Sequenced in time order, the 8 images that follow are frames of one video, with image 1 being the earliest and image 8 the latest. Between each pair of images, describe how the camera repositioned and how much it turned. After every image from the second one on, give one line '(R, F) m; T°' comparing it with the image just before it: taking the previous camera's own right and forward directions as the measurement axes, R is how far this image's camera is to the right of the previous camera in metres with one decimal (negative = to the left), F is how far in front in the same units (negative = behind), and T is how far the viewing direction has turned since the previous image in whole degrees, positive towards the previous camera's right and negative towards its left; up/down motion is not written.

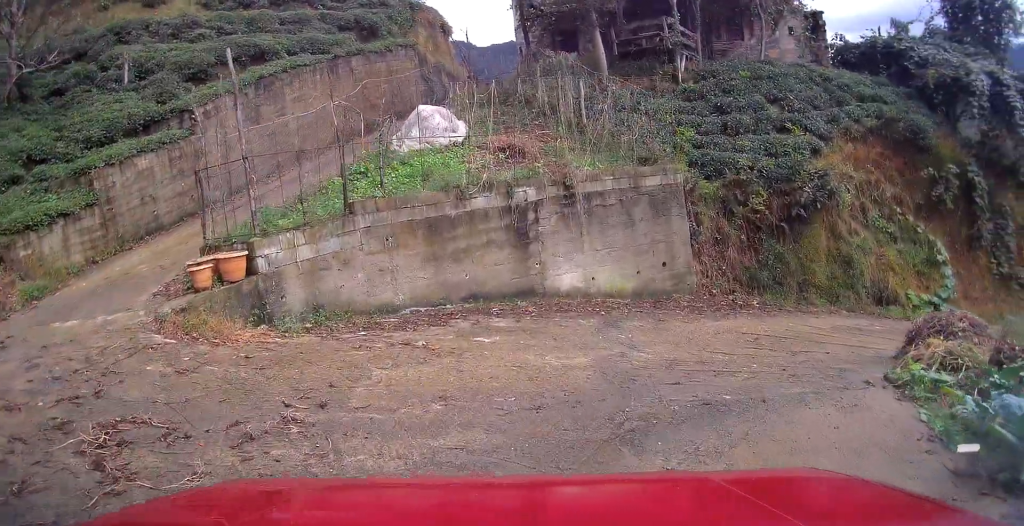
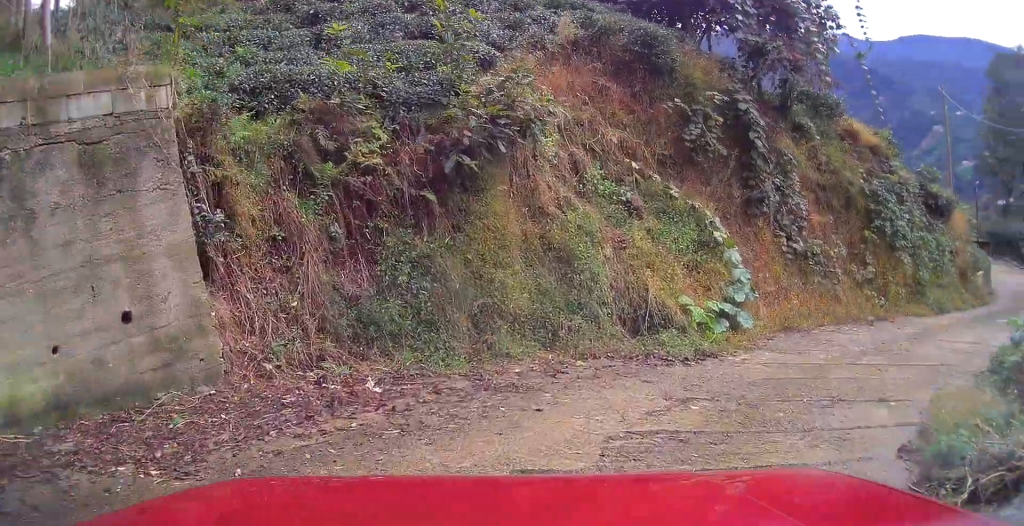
(+1.4, +7.7) m; +23°
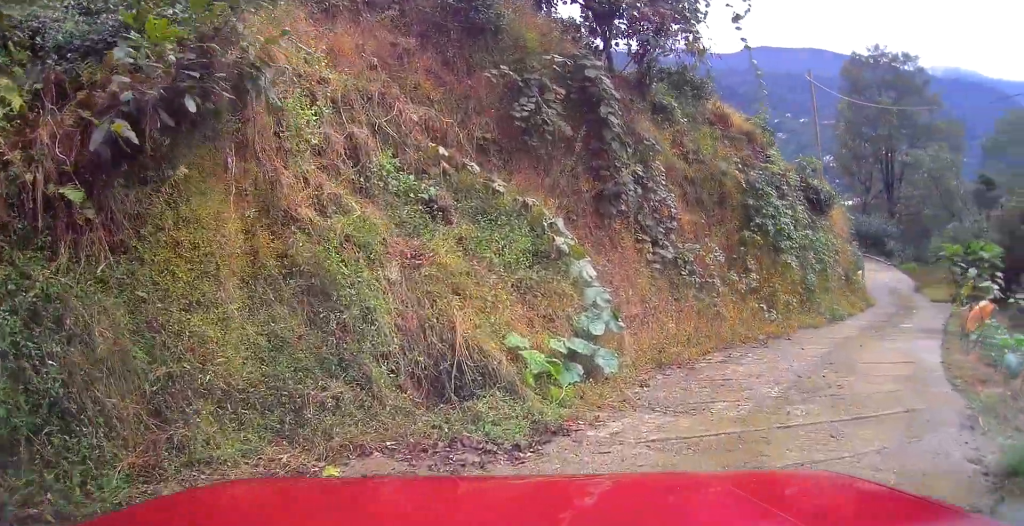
(+0.4, +3.0) m; +15°
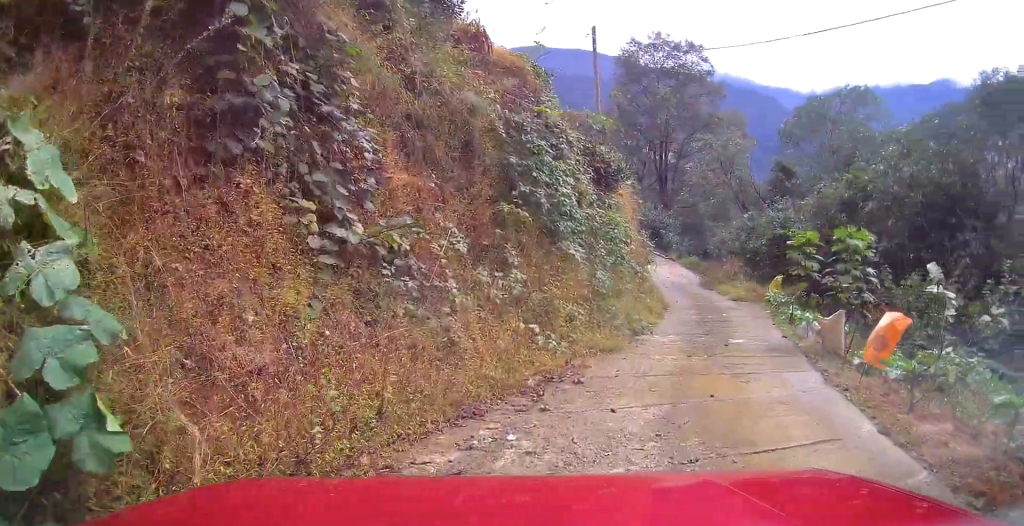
(+1.1, +4.6) m; +24°
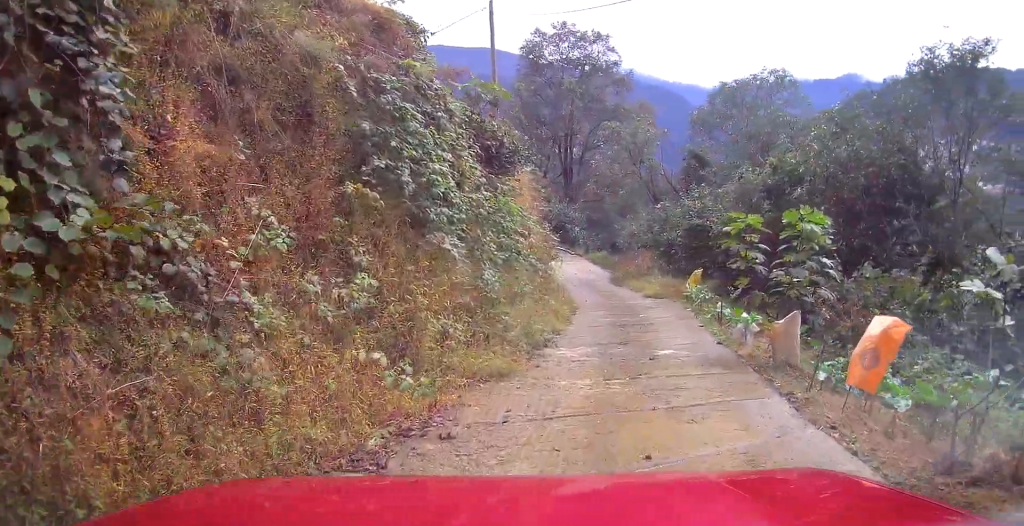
(+0.2, +2.1) m; +9°
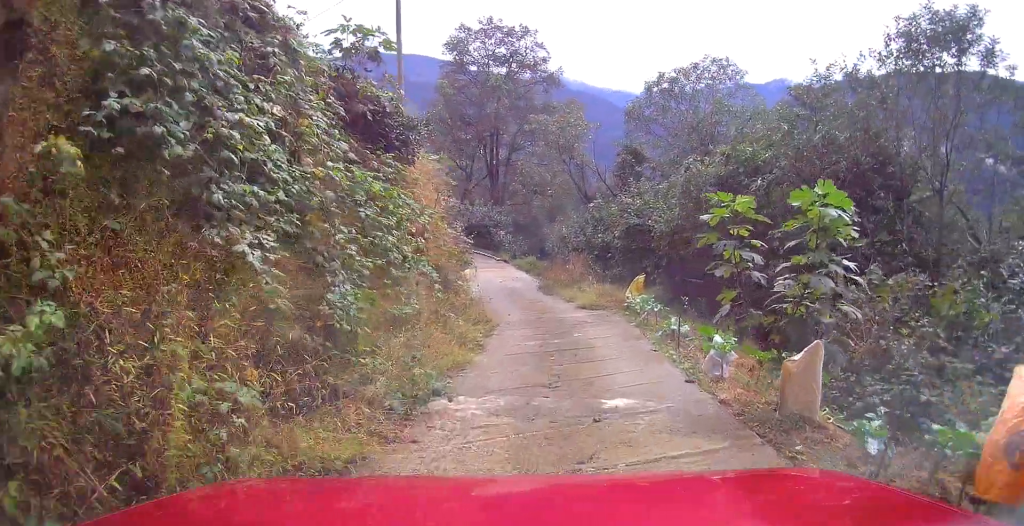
(+0.2, +2.8) m; +2°
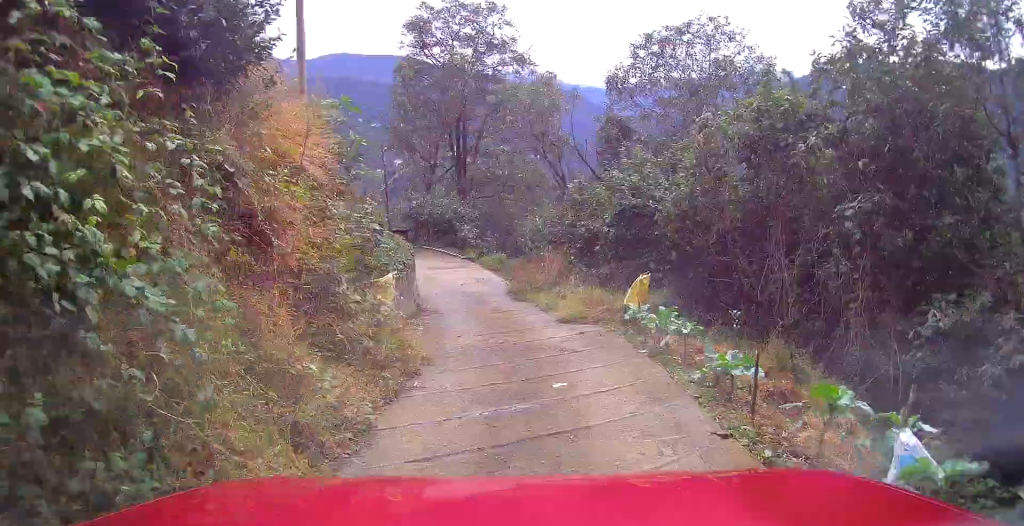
(+0.1, +4.7) m; +2°
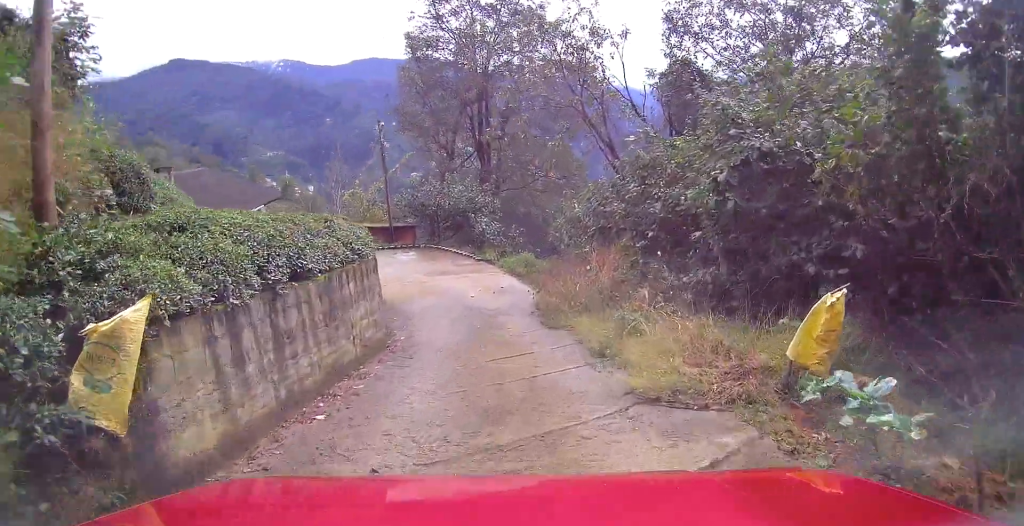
(+0.1, +6.9) m; -2°
